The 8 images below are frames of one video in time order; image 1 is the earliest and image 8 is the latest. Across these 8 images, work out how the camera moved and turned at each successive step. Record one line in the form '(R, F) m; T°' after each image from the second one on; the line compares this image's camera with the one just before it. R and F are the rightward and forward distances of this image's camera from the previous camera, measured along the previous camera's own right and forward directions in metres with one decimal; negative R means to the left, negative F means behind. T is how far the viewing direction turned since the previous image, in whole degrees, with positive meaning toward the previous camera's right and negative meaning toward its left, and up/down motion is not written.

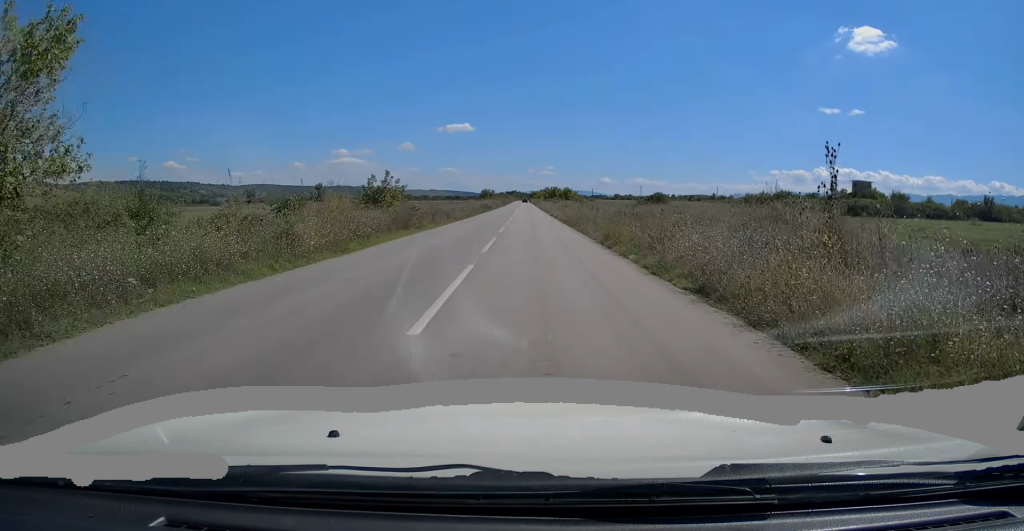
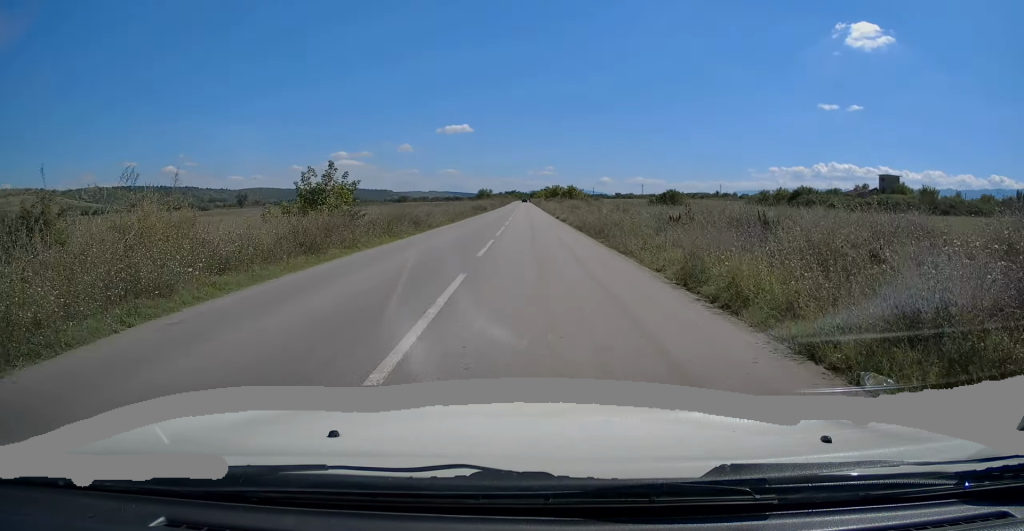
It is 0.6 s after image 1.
(0.0, +10.3) m; 0°
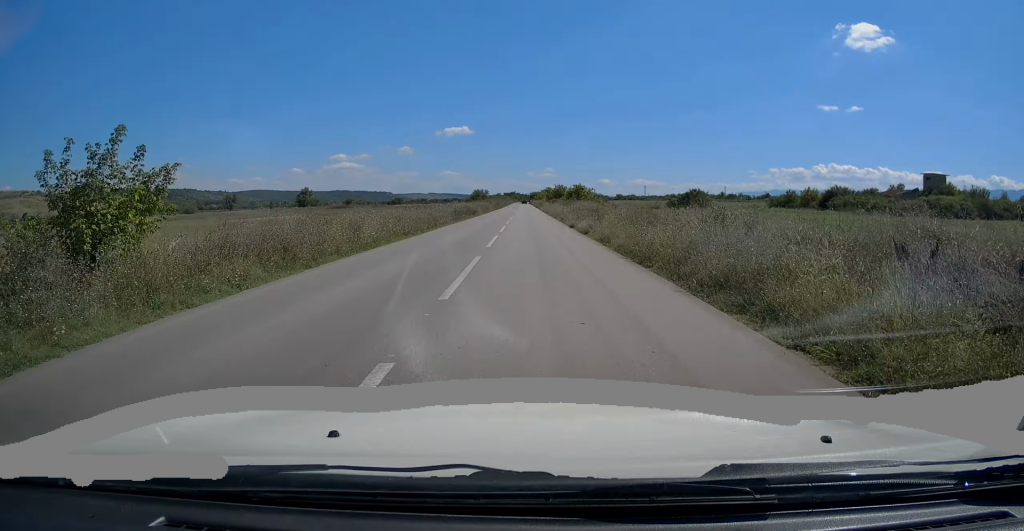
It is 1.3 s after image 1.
(+0.1, +14.3) m; 0°
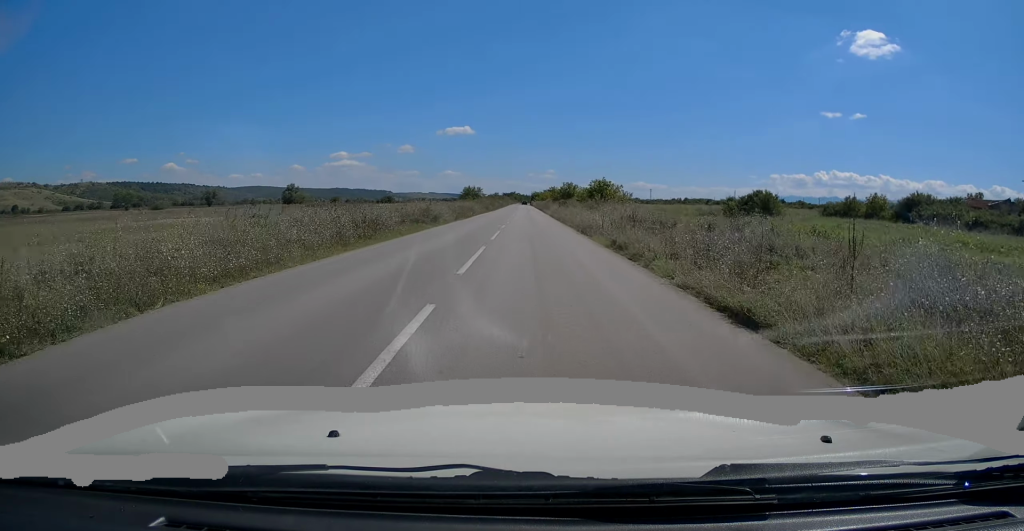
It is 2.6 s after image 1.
(0.0, +24.2) m; 0°
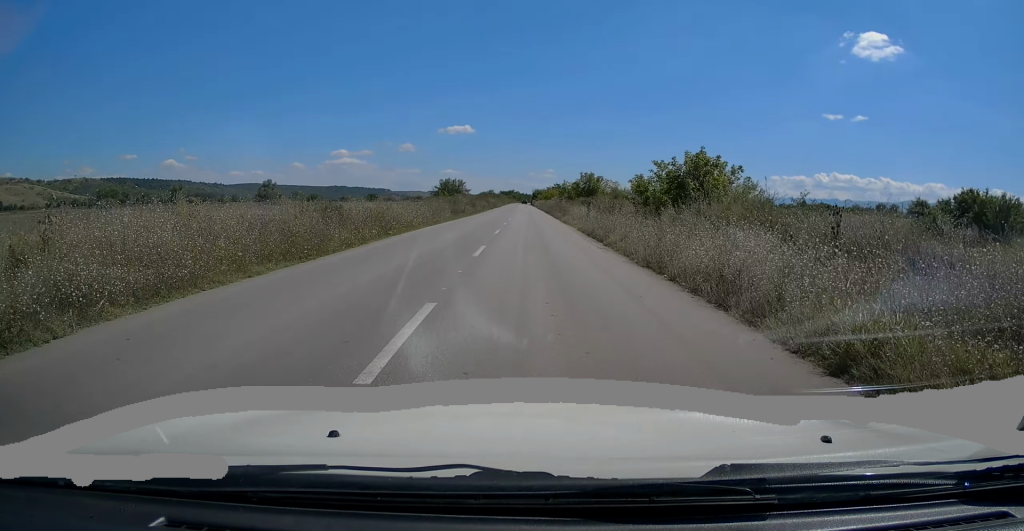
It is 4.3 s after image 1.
(-0.2, +32.7) m; -1°
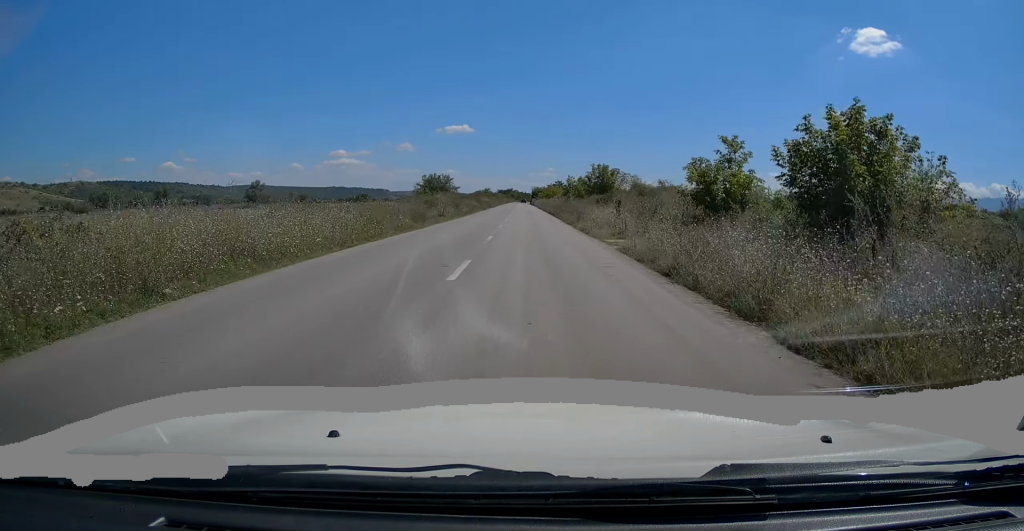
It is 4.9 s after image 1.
(0.0, +13.1) m; 0°
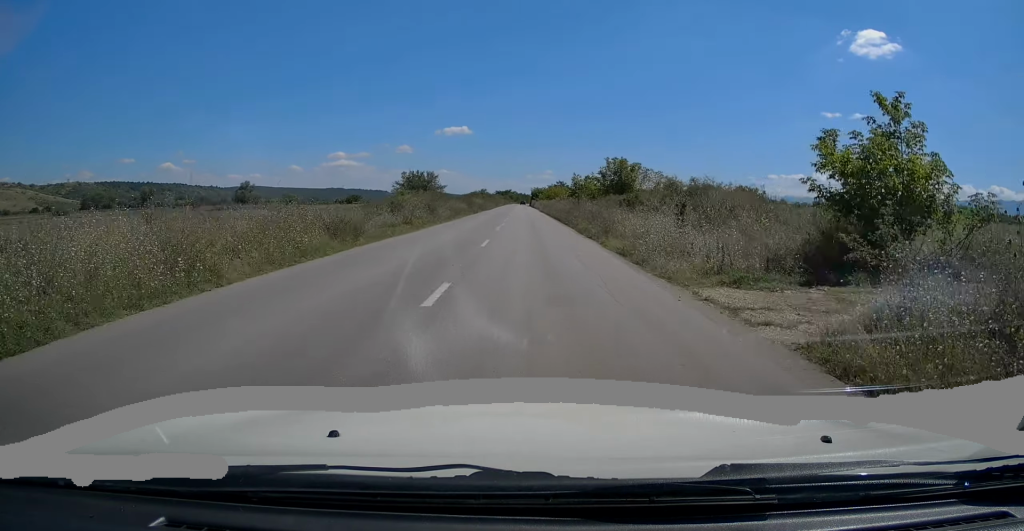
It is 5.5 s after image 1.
(+0.1, +11.1) m; 0°
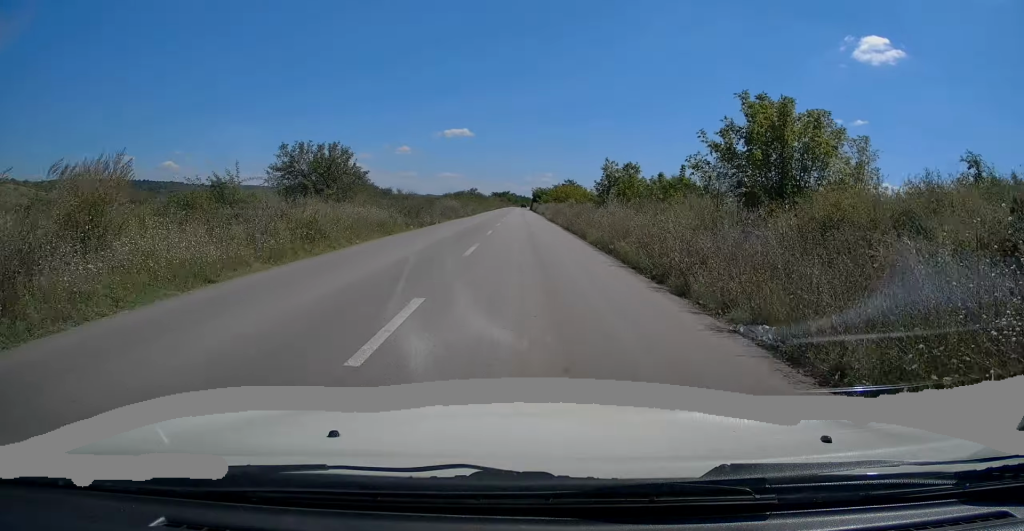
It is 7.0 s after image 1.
(0.0, +29.0) m; 0°
